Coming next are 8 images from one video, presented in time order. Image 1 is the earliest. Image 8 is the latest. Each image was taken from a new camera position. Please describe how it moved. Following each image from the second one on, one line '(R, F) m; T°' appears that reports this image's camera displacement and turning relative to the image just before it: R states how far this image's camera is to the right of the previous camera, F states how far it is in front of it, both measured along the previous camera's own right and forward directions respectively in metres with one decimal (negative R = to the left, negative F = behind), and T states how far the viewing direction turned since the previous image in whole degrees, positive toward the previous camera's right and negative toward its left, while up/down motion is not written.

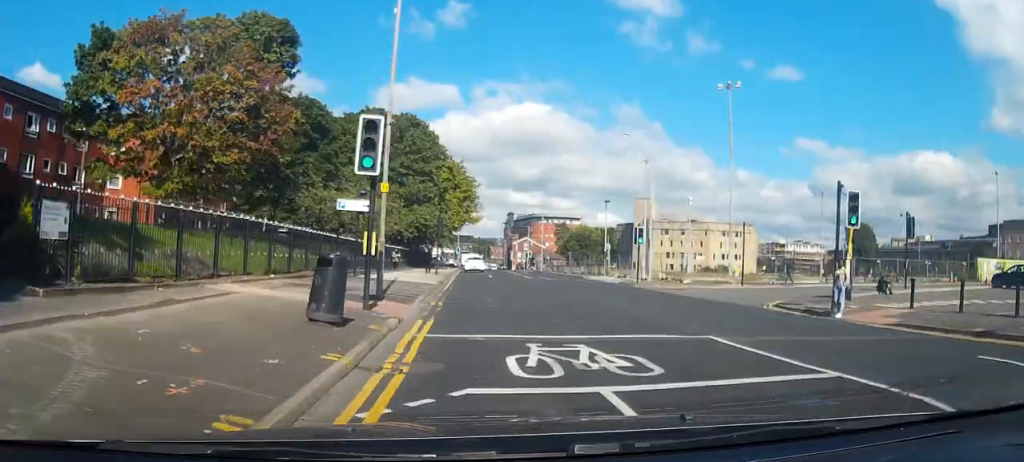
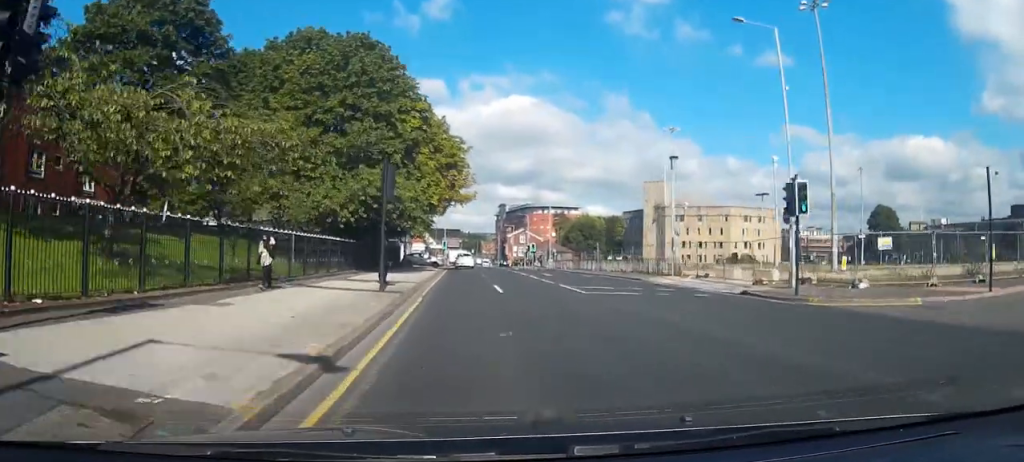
(-0.3, +21.3) m; -1°
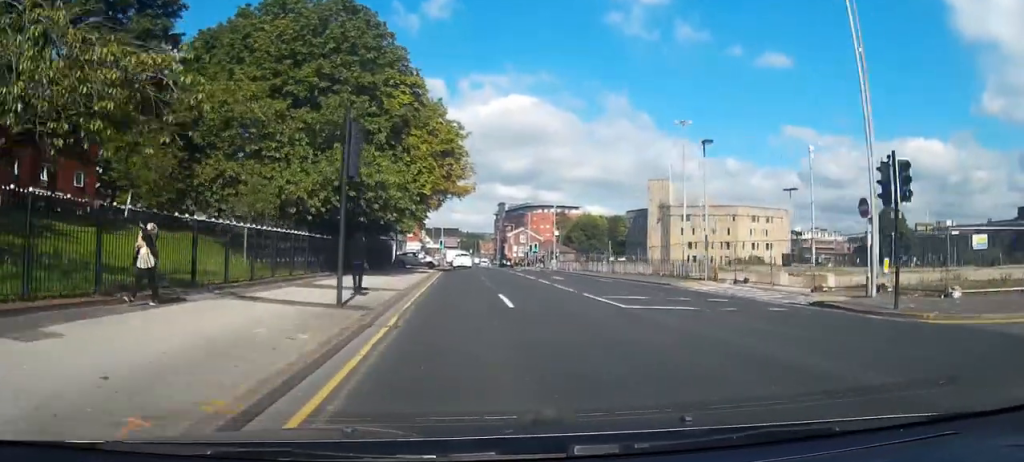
(0.0, +5.4) m; 0°
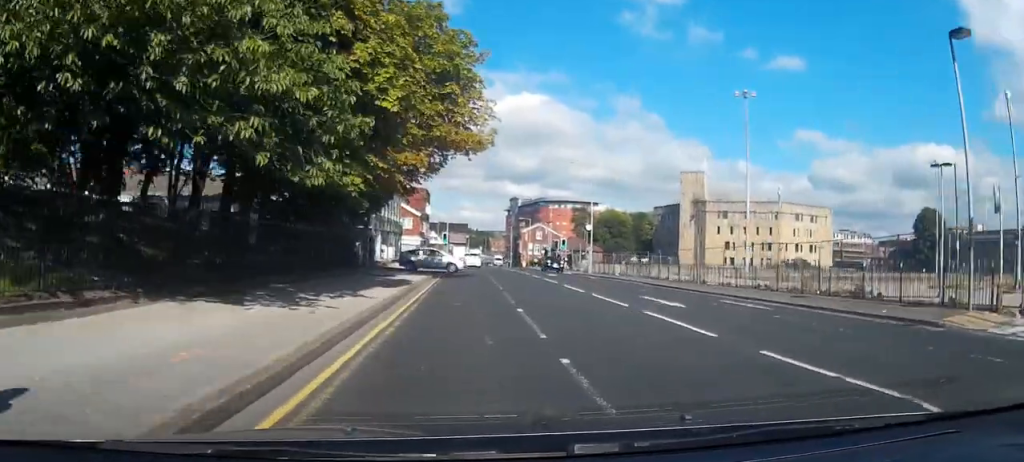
(+0.1, +17.5) m; +1°
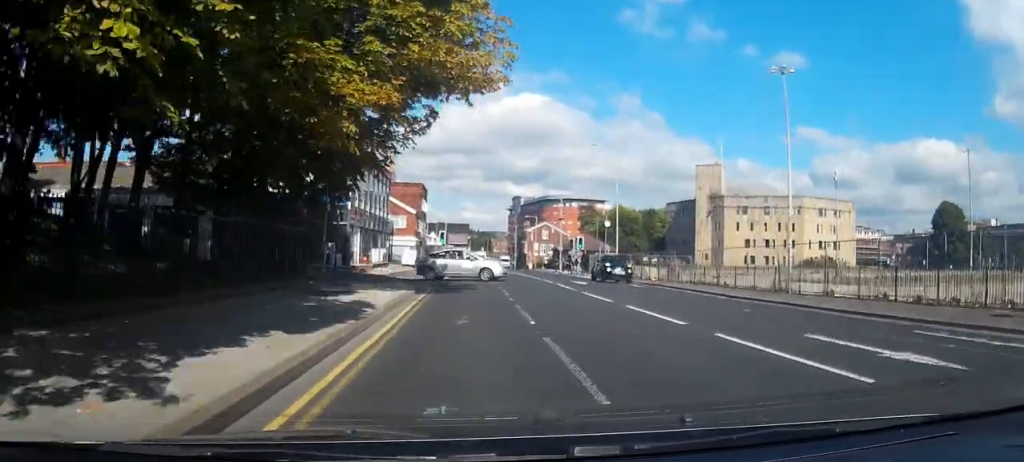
(0.0, +9.6) m; 0°
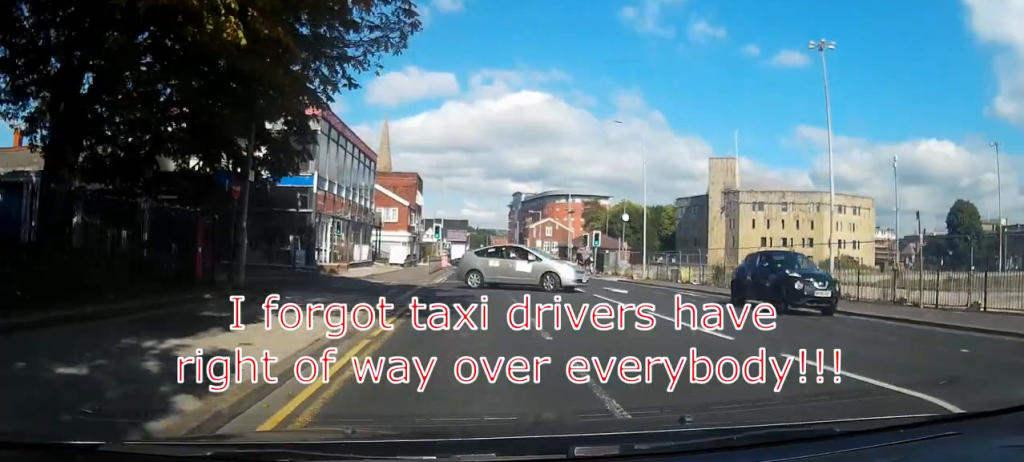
(0.0, +8.2) m; 0°
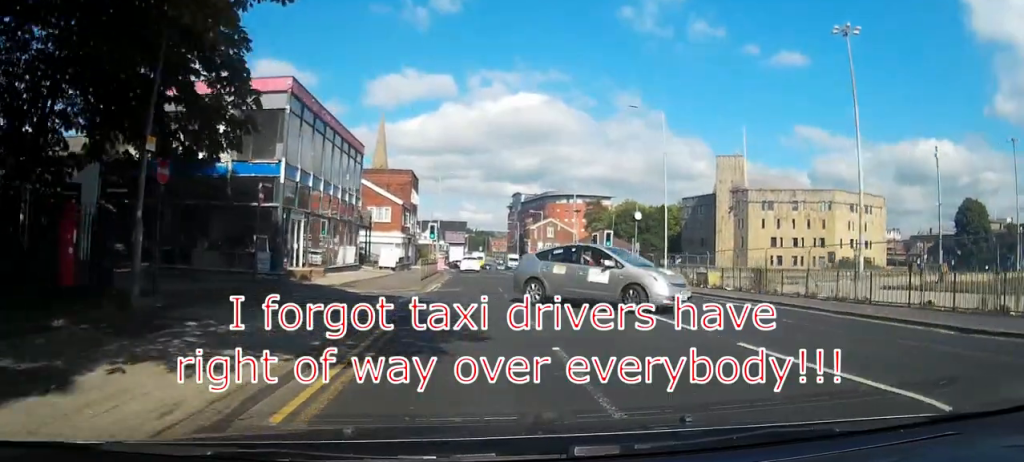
(0.0, +4.9) m; 0°
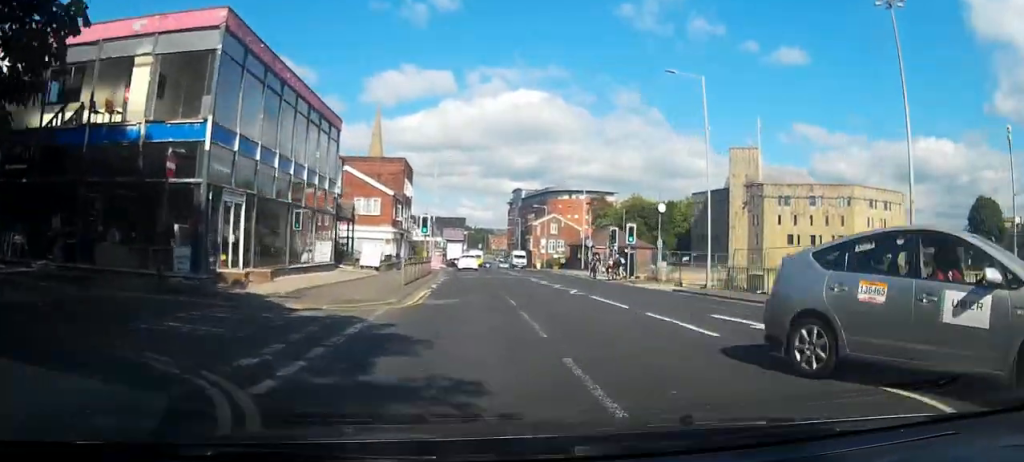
(0.0, +7.3) m; 0°
